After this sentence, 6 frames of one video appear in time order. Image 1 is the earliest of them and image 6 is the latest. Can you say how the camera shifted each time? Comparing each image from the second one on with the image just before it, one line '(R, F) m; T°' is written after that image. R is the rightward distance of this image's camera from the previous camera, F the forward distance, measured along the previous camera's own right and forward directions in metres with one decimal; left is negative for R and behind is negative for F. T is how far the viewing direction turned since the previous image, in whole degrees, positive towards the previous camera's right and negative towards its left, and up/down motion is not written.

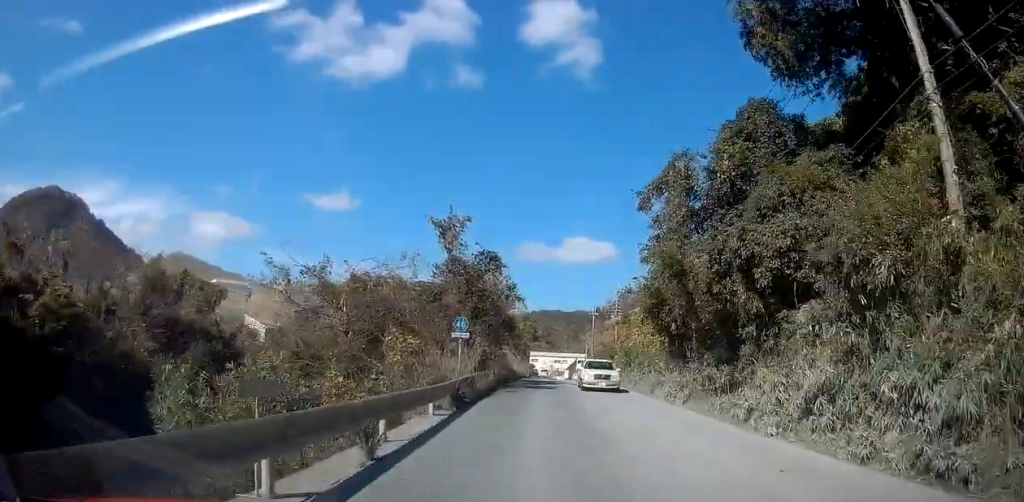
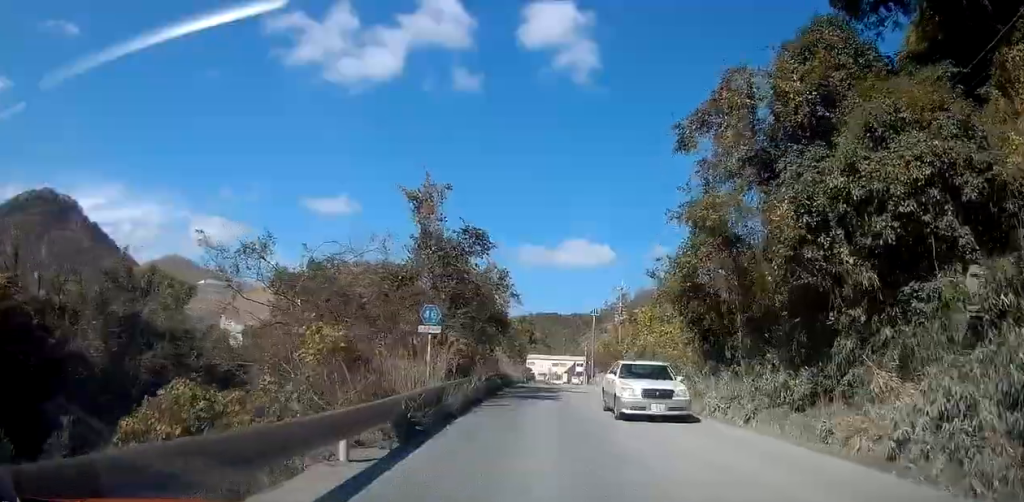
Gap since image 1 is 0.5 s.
(-0.3, +5.9) m; 0°
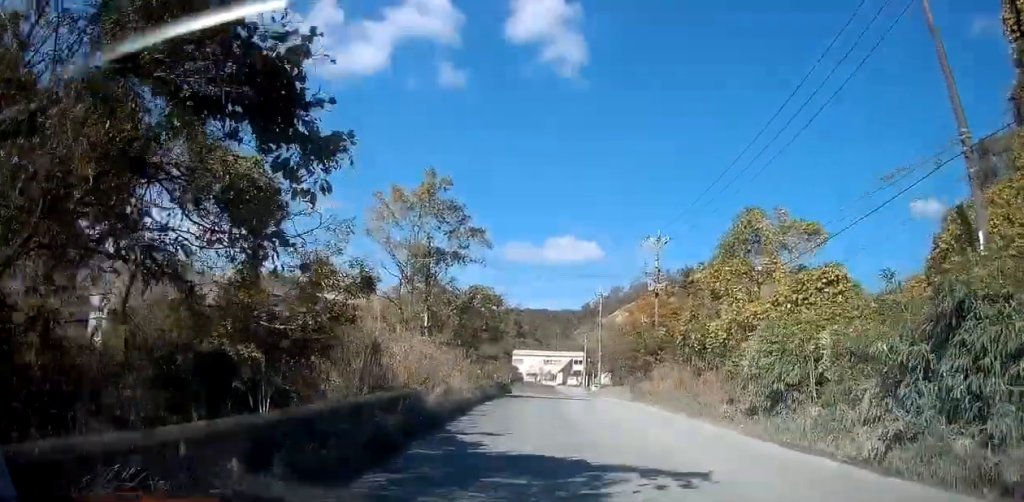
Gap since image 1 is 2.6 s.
(-0.3, +26.3) m; -4°
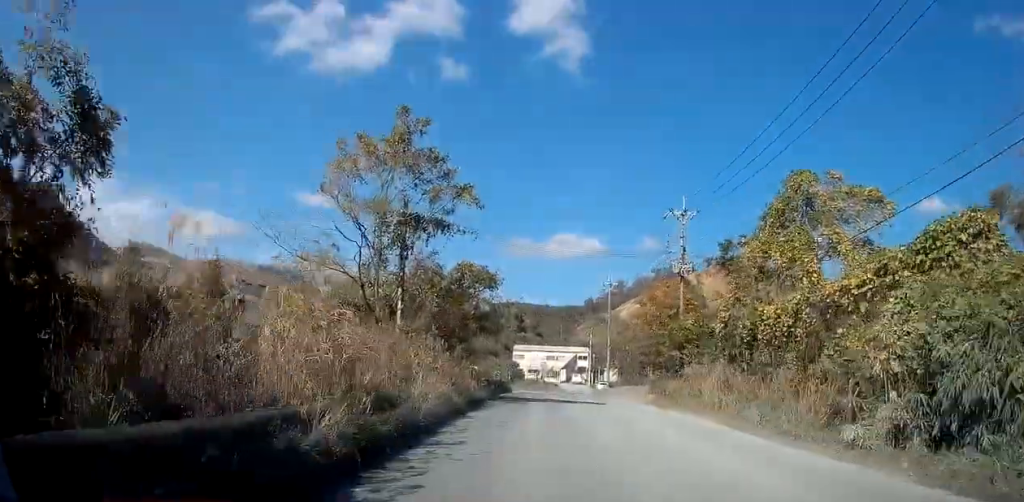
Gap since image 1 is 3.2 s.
(0.0, +7.0) m; 0°
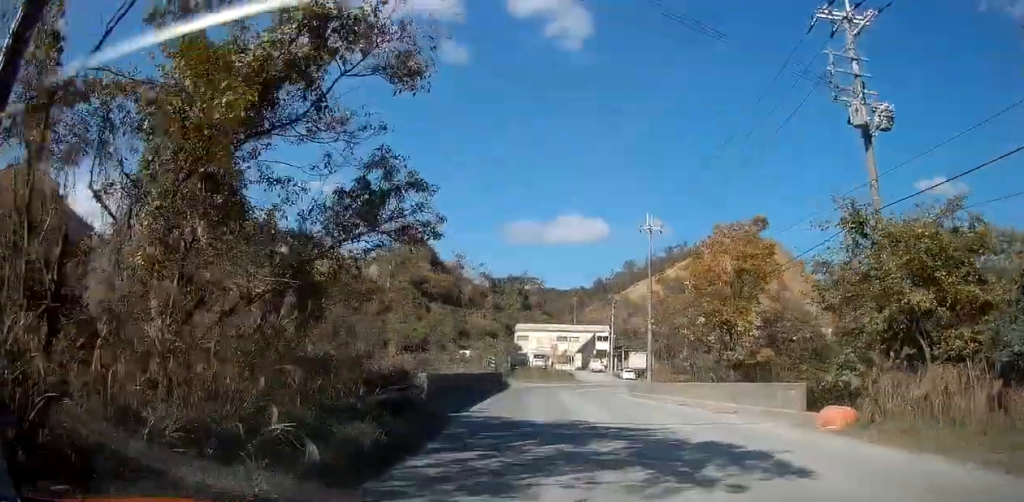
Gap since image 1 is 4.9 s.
(0.0, +21.0) m; +1°
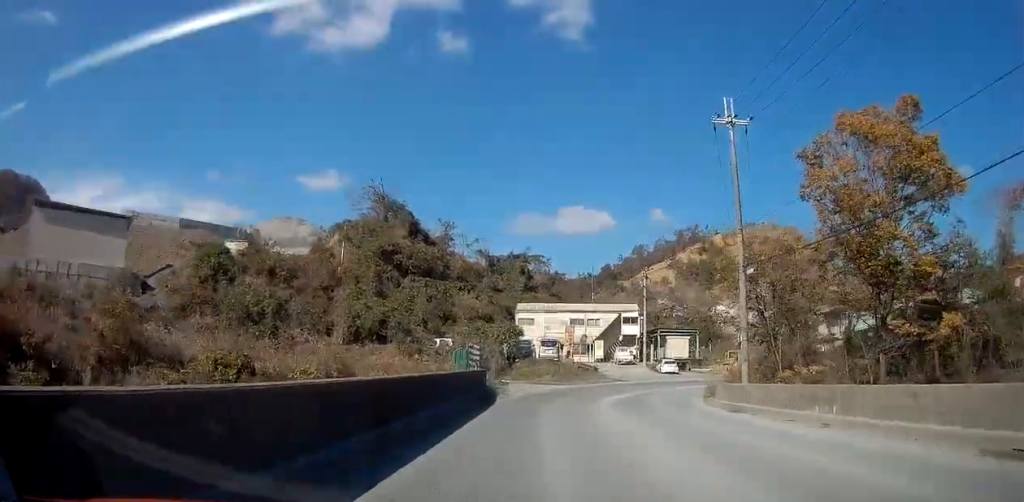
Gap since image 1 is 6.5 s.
(+0.2, +20.6) m; 0°
